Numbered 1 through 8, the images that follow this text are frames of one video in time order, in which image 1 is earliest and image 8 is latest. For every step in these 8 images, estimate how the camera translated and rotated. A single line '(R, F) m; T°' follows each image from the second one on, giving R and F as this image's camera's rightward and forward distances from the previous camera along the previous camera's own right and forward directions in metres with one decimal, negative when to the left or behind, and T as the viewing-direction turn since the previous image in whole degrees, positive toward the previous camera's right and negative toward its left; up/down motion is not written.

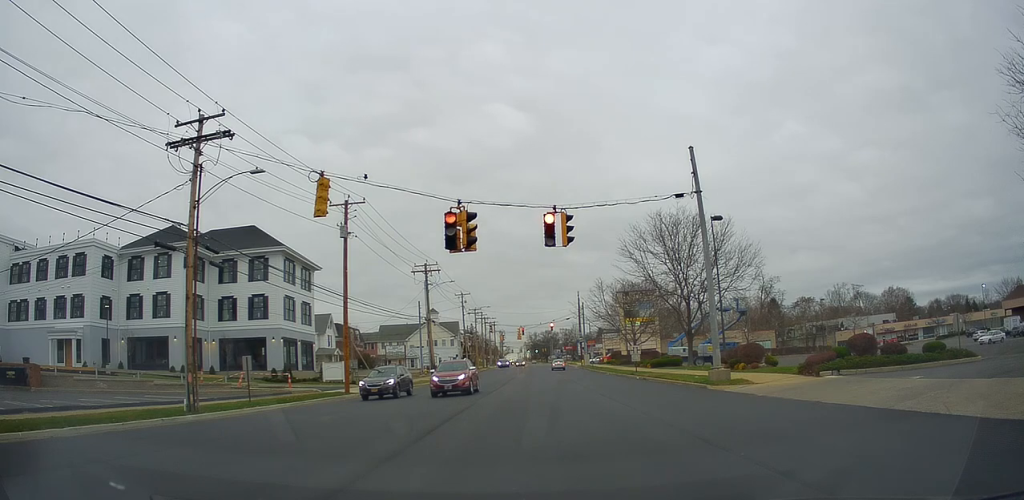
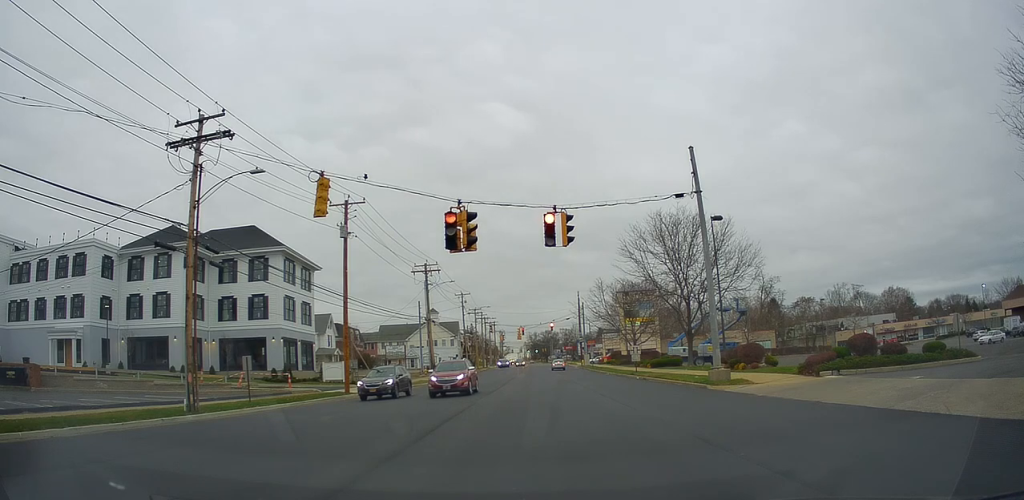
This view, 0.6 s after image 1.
(0.0, 0.0) m; 0°
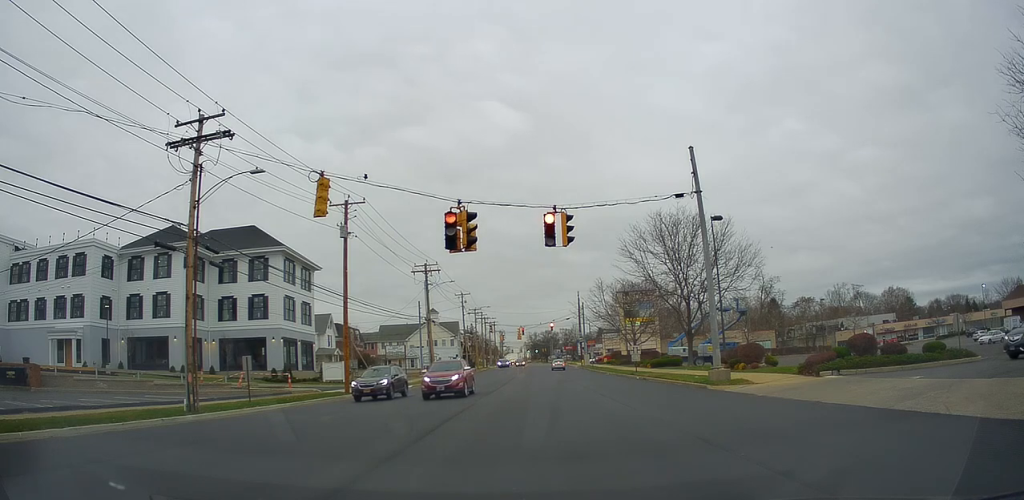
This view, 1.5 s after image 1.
(0.0, 0.0) m; 0°
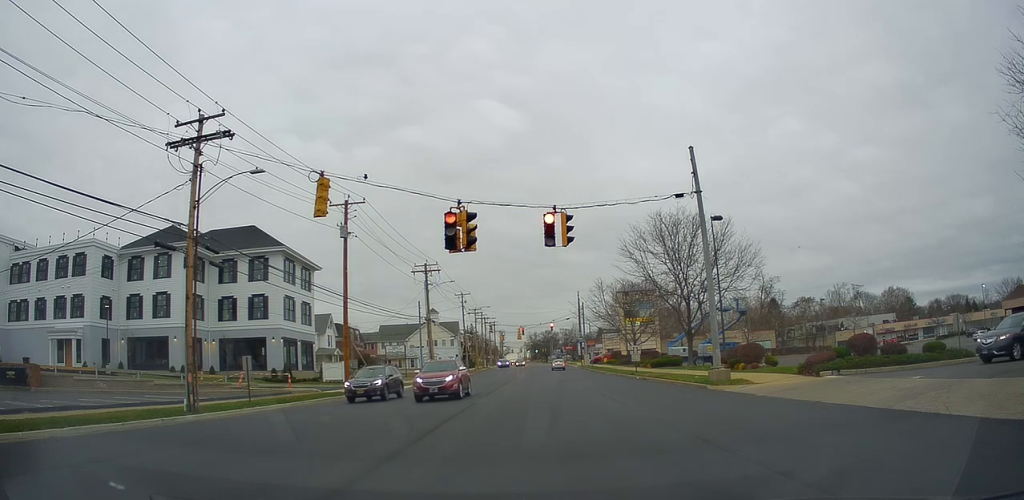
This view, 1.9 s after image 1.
(0.0, 0.0) m; 0°
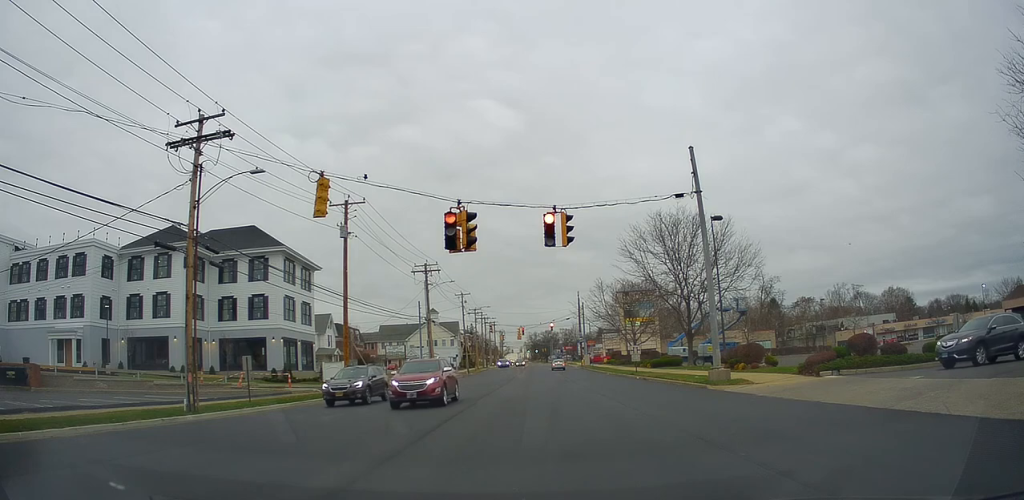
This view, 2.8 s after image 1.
(0.0, 0.0) m; 0°
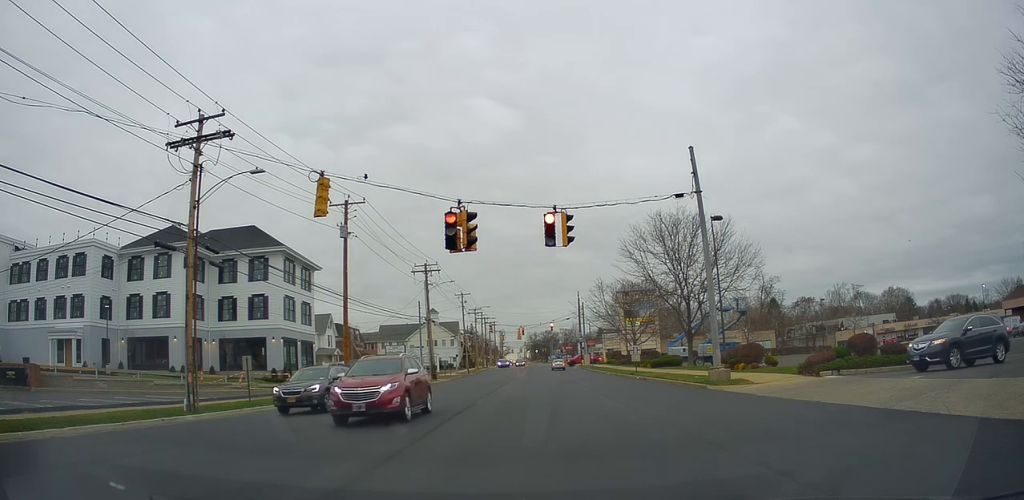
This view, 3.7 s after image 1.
(0.0, 0.0) m; 0°
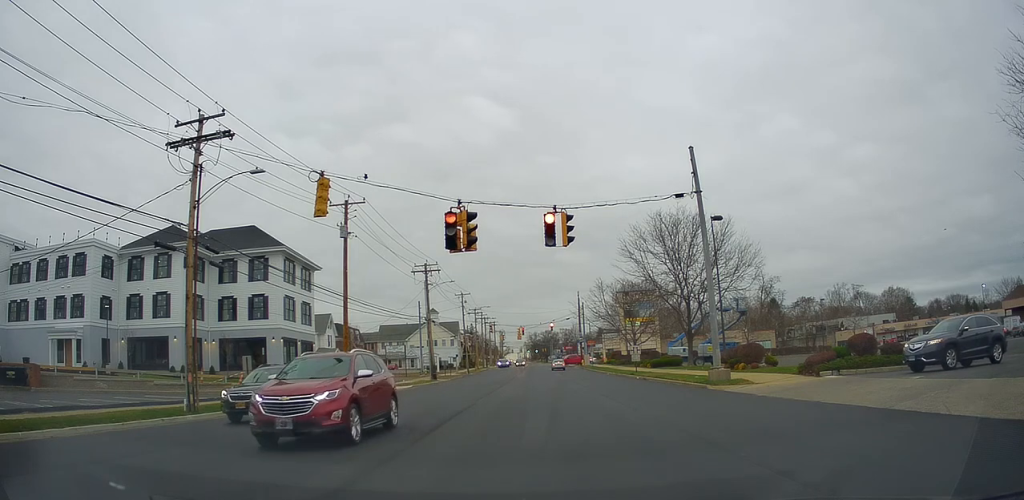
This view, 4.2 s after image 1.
(0.0, 0.0) m; 0°
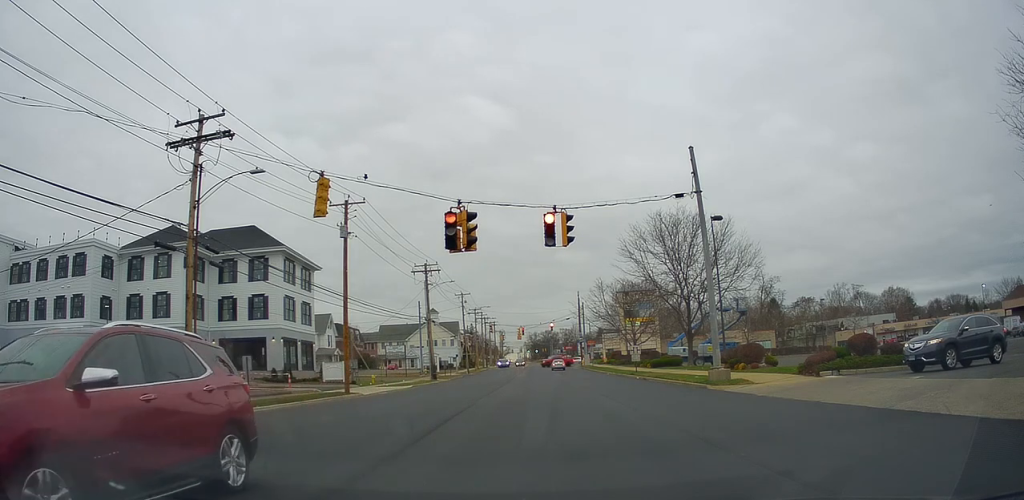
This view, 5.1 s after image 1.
(0.0, 0.0) m; 0°
